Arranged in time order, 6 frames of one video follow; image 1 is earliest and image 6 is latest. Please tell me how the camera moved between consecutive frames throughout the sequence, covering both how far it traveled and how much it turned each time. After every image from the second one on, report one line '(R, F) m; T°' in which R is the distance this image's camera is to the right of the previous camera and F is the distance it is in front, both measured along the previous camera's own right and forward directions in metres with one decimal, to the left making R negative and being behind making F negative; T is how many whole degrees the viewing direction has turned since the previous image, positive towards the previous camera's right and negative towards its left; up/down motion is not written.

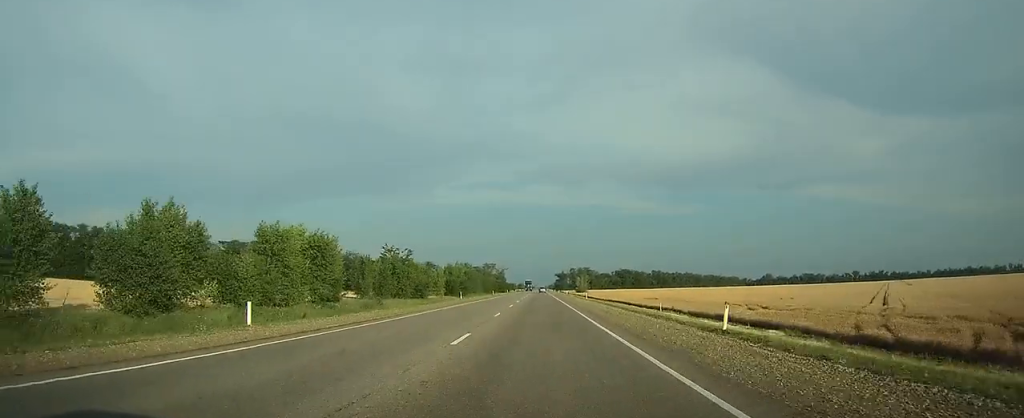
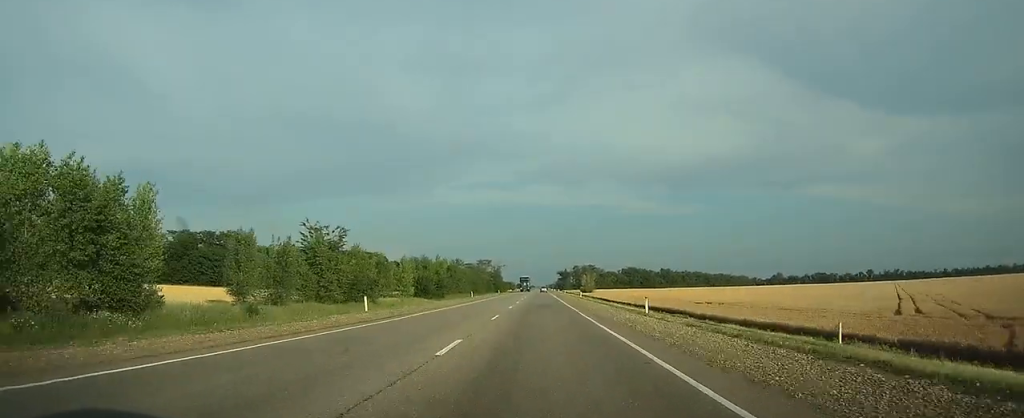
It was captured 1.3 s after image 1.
(0.0, +37.9) m; 0°
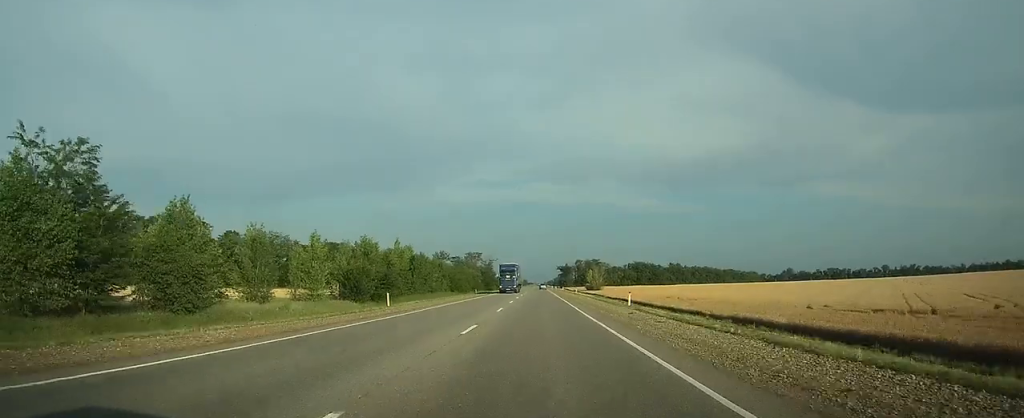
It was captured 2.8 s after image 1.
(+0.1, +43.9) m; 0°
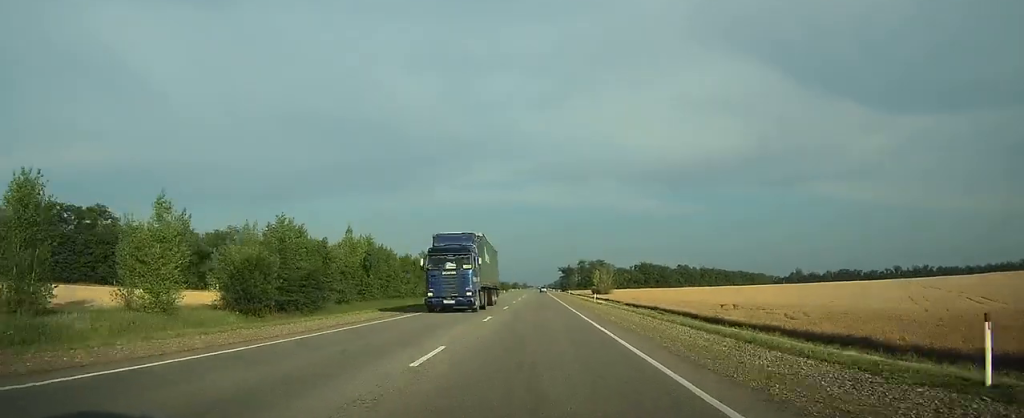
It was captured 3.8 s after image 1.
(0.0, +29.3) m; 0°
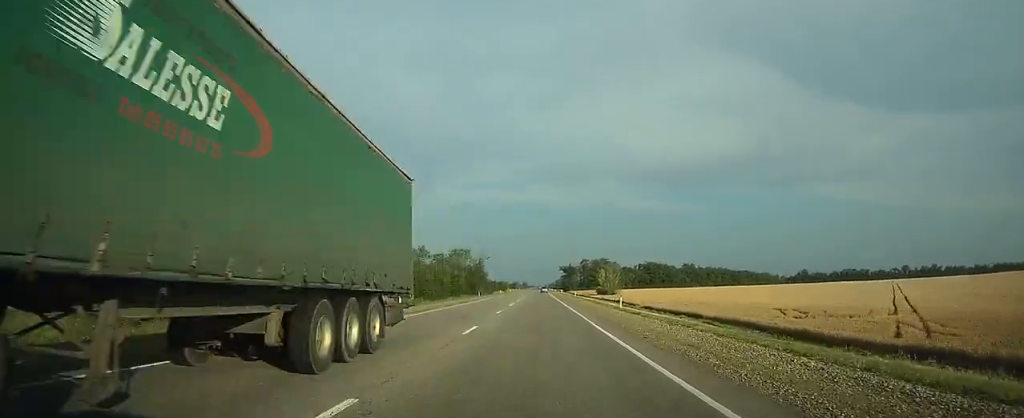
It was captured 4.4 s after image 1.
(0.0, +17.6) m; 0°
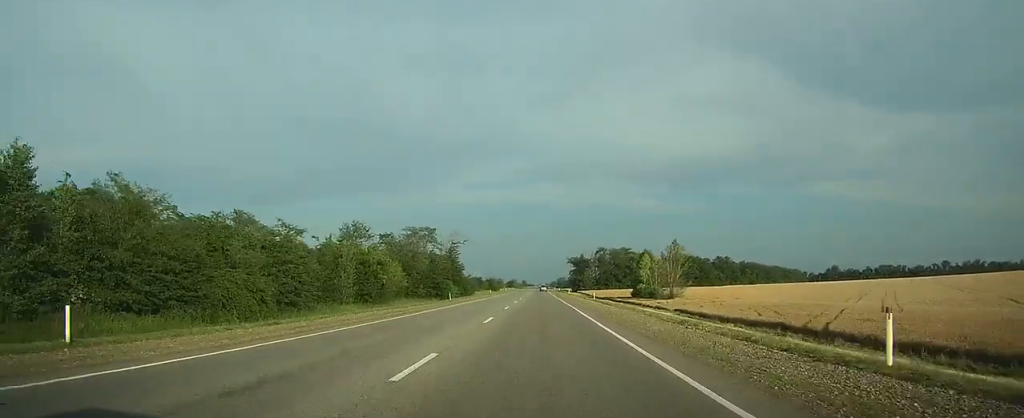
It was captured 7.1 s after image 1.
(-0.1, +79.1) m; 0°
